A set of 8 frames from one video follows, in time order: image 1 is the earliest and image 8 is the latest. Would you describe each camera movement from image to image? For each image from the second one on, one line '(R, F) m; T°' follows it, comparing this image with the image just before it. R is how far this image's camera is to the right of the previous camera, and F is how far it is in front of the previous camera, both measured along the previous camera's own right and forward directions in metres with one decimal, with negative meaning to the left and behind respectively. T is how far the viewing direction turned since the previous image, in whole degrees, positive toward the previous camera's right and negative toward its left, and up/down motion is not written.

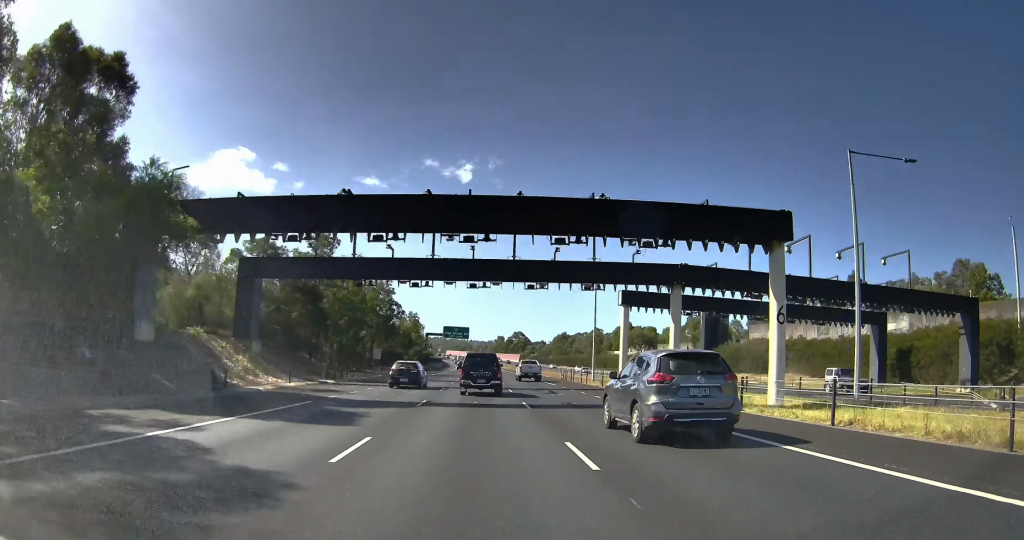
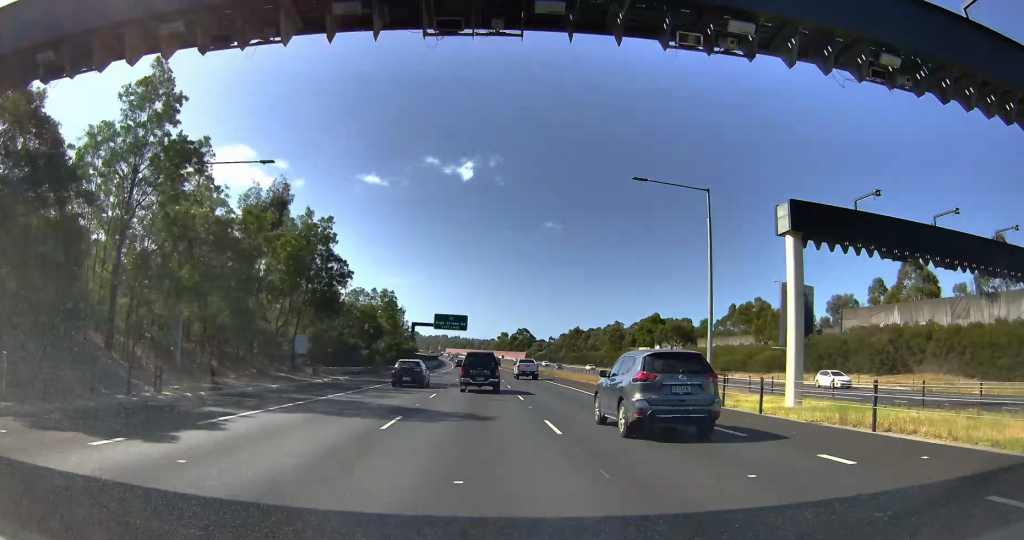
(-0.5, +32.5) m; -1°
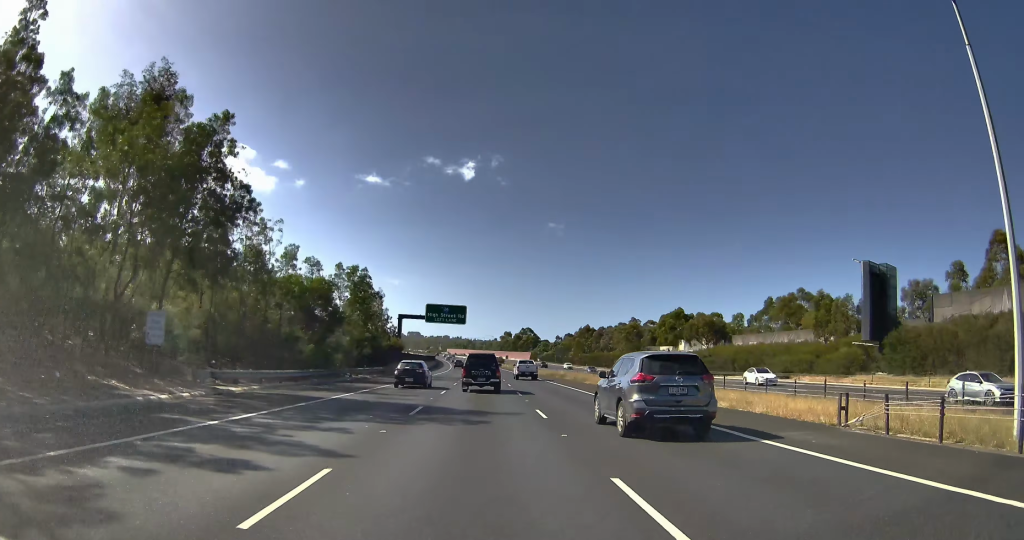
(0.0, +18.5) m; +1°
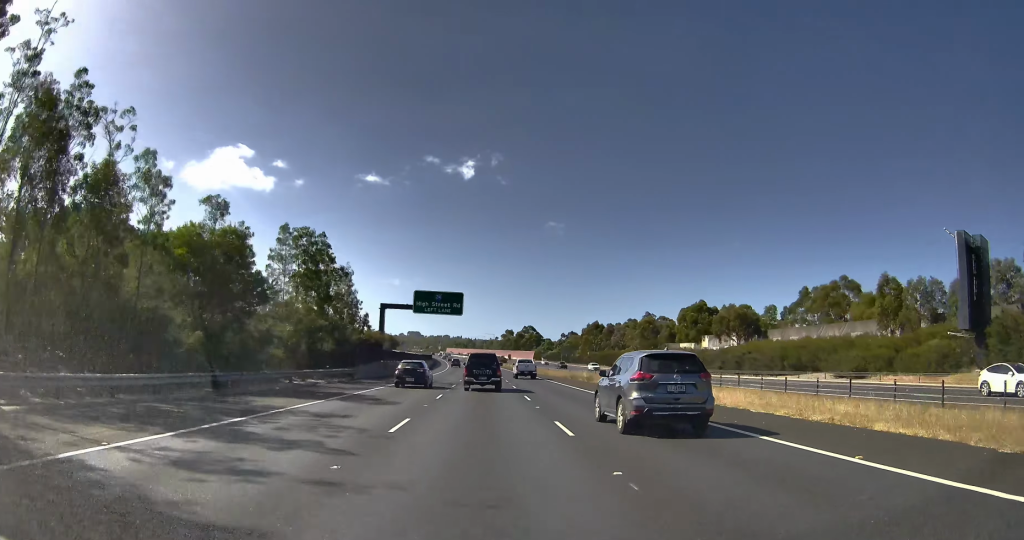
(+0.1, +14.1) m; +1°
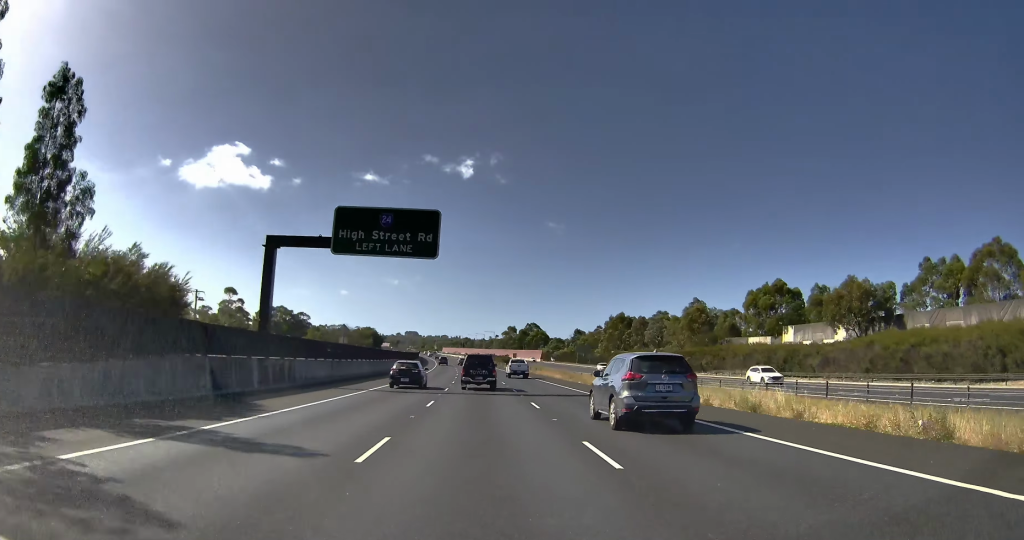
(+0.3, +30.5) m; +1°
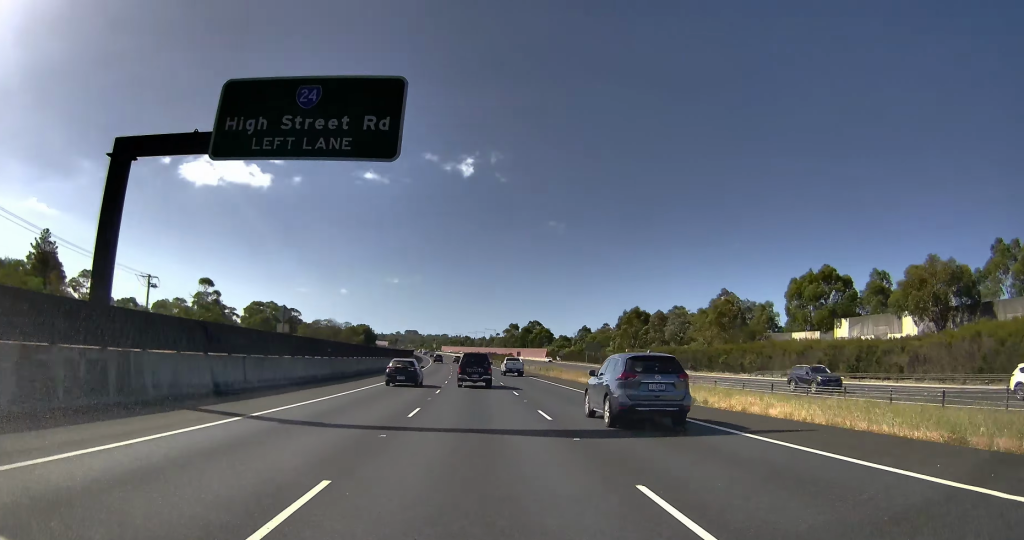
(0.0, +11.6) m; 0°
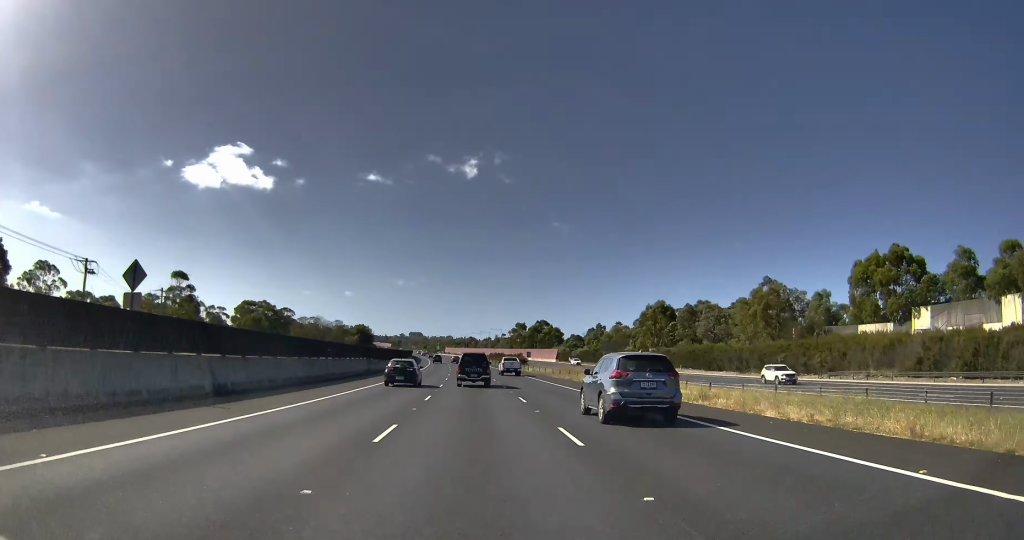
(0.0, +12.4) m; 0°
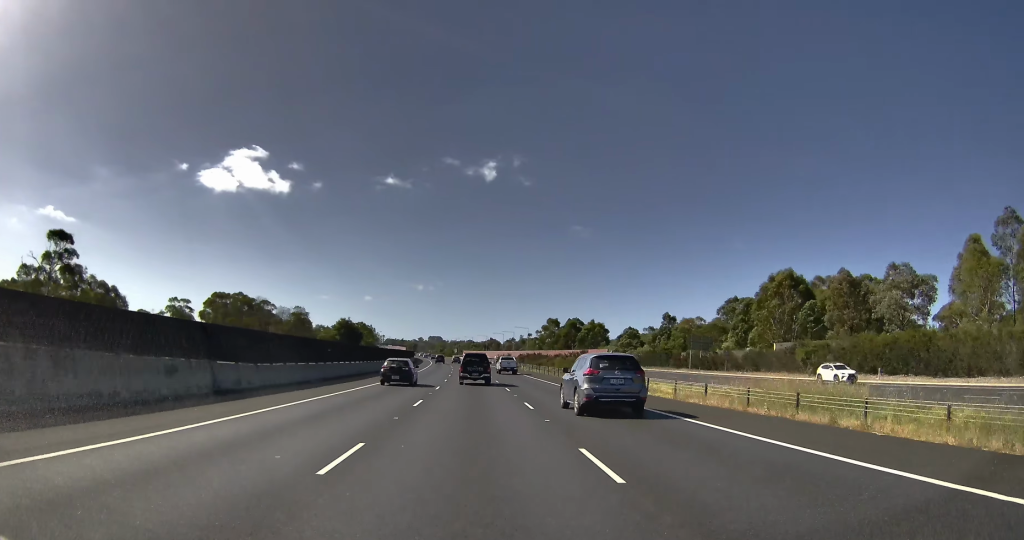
(0.0, +44.0) m; +1°
